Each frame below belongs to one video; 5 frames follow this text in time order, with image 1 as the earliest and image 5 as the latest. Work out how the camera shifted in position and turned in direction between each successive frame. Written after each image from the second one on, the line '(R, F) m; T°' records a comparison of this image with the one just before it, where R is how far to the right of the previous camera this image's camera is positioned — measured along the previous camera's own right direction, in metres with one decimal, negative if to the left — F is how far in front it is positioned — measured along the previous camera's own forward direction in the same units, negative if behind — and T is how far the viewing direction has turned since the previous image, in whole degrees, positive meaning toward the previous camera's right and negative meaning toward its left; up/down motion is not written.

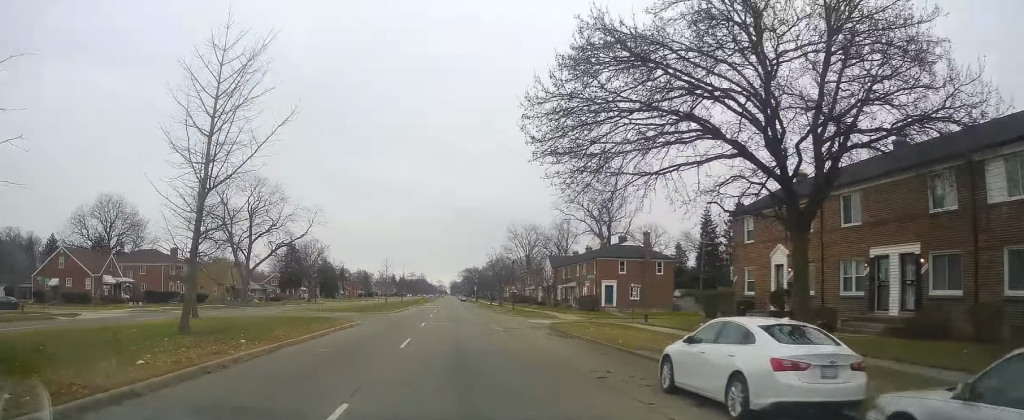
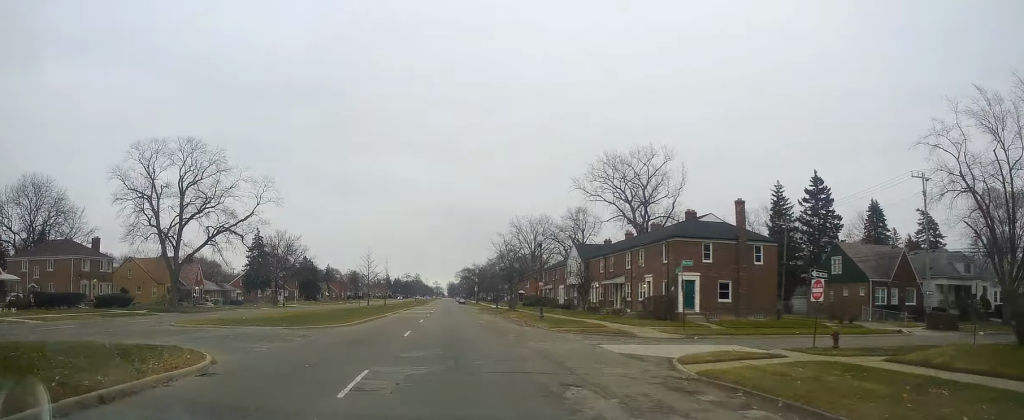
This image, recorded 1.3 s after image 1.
(+0.3, +24.4) m; 0°
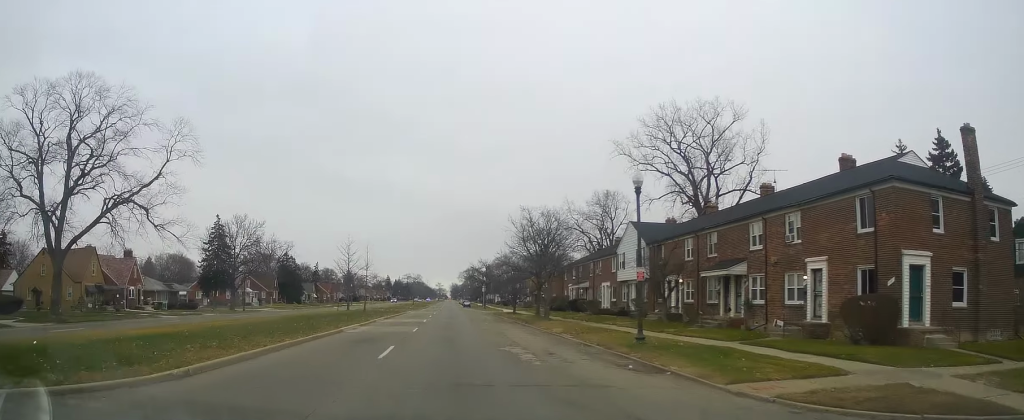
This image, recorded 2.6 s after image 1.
(-0.3, +24.0) m; +1°
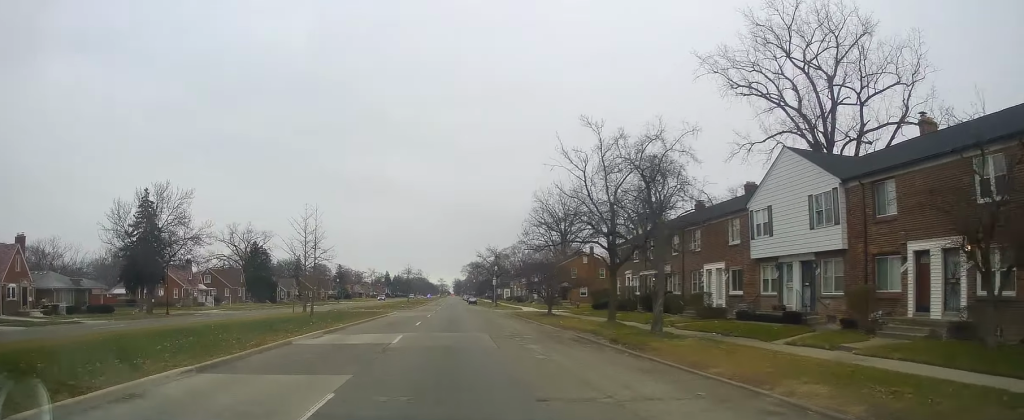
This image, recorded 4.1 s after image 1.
(+0.6, +26.6) m; 0°
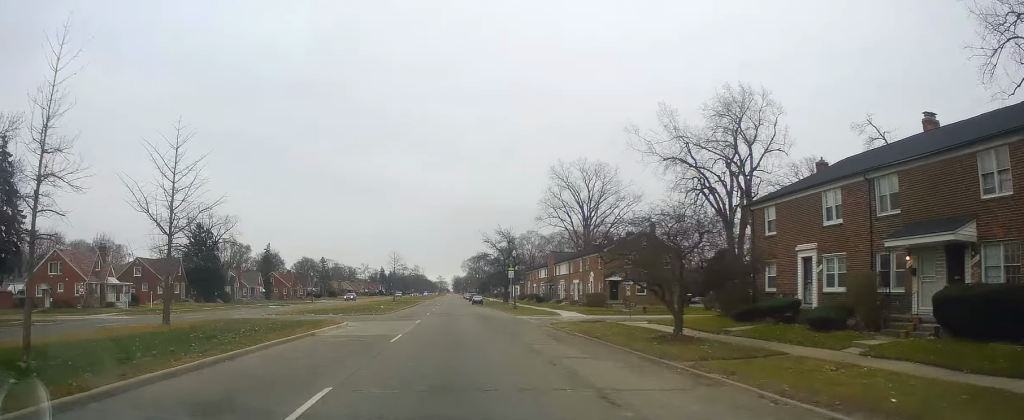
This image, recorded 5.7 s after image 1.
(-0.4, +29.9) m; 0°
